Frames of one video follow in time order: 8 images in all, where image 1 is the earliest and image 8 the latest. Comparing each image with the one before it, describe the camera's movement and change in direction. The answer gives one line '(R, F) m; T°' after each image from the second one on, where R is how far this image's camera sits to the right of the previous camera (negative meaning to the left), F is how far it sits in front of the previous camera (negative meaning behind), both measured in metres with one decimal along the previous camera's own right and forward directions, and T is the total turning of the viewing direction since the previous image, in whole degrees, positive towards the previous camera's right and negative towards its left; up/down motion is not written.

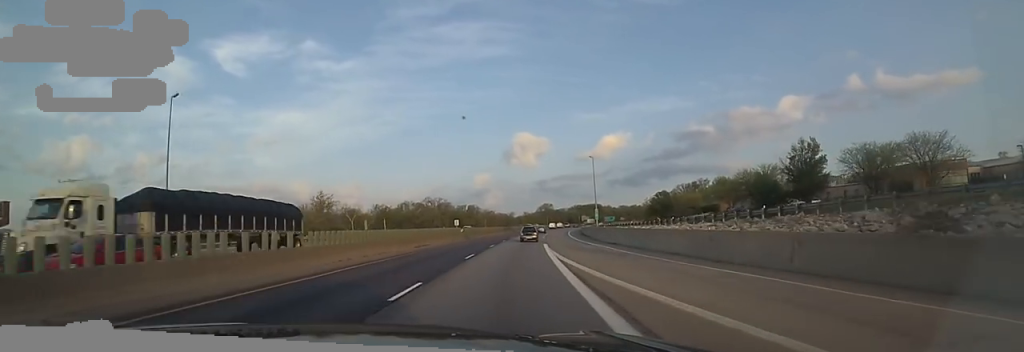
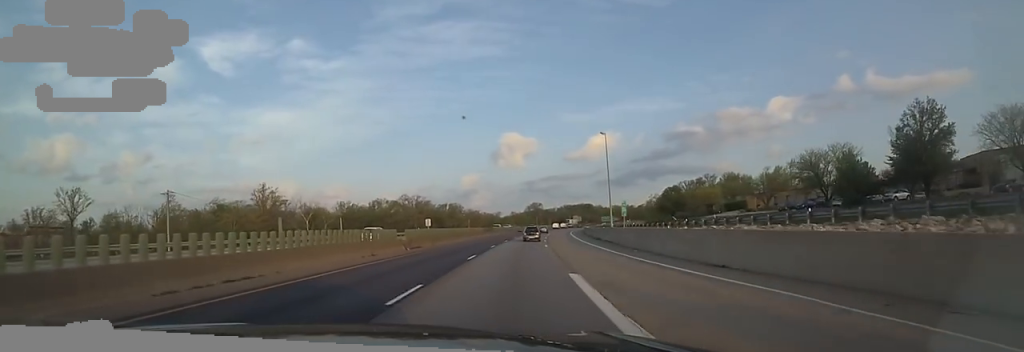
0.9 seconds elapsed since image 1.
(+0.5, +24.7) m; +4°
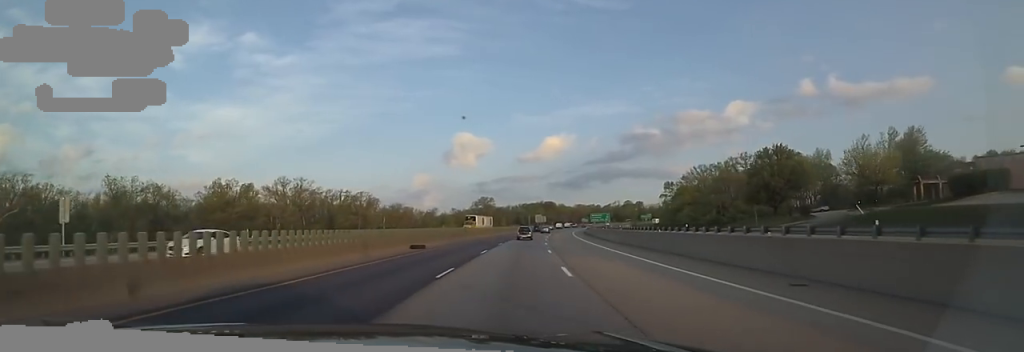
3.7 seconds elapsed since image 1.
(+4.3, +81.4) m; +2°
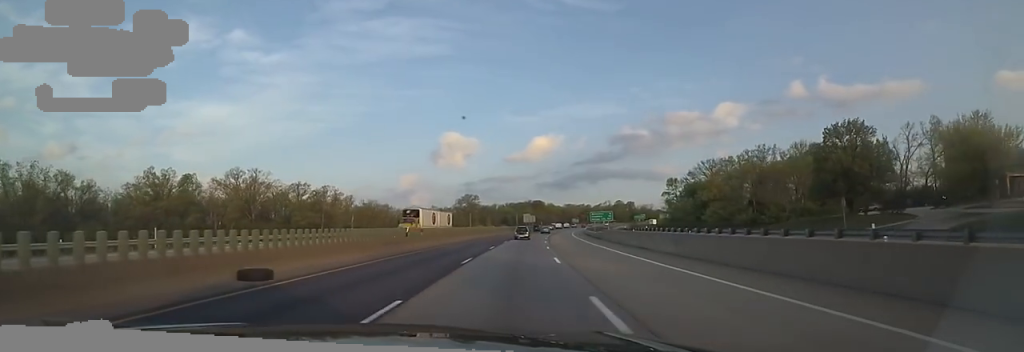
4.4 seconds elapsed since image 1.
(-0.4, +19.2) m; +1°
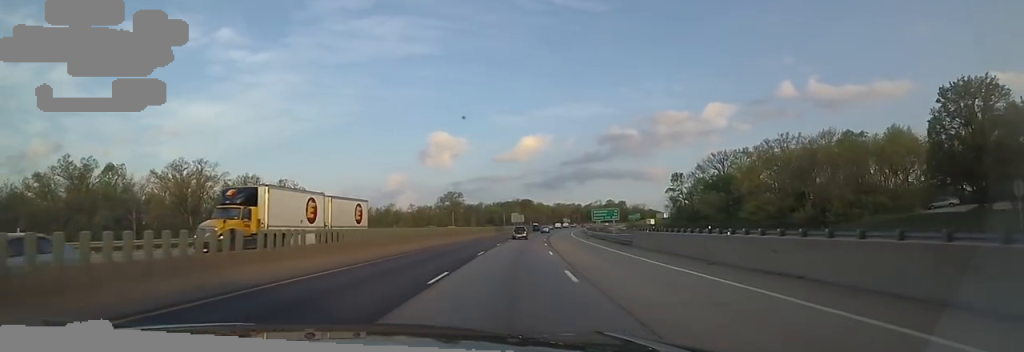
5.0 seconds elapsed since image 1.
(+0.8, +18.3) m; +4°
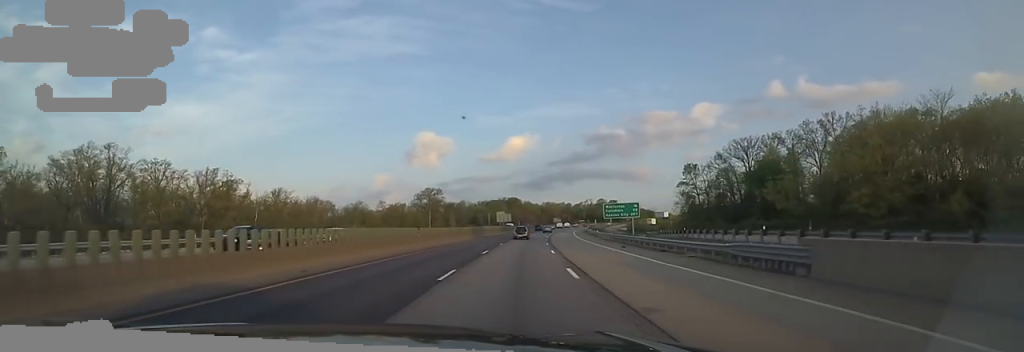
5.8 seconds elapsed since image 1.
(+1.0, +23.4) m; +2°
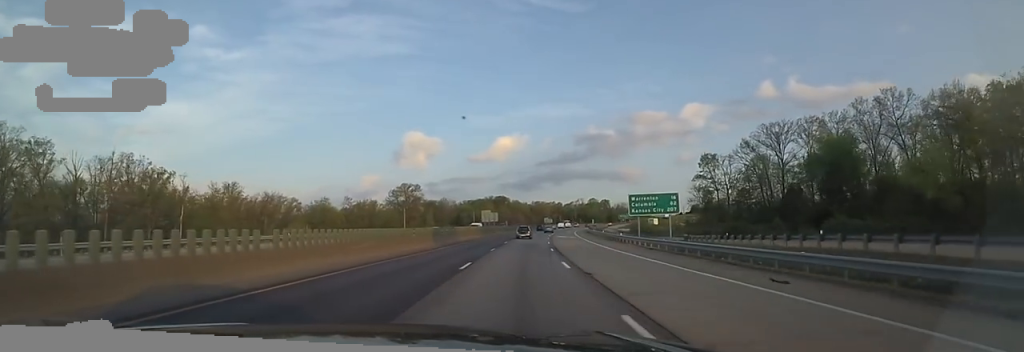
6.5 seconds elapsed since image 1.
(+0.4, +20.9) m; +1°
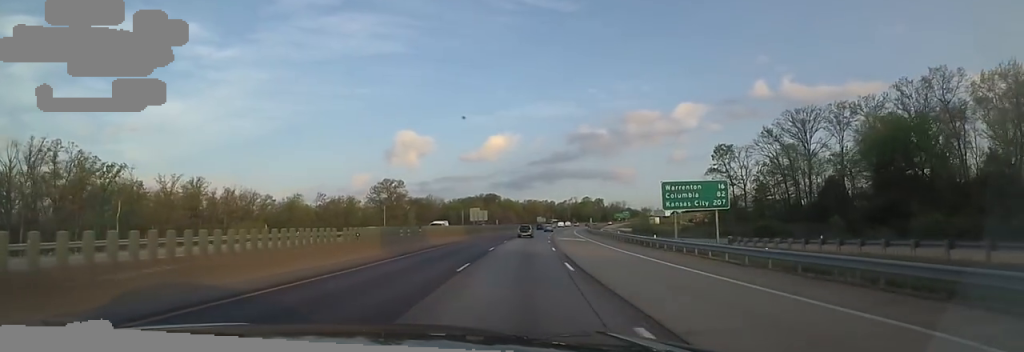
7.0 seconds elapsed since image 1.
(-0.6, +13.2) m; +2°
